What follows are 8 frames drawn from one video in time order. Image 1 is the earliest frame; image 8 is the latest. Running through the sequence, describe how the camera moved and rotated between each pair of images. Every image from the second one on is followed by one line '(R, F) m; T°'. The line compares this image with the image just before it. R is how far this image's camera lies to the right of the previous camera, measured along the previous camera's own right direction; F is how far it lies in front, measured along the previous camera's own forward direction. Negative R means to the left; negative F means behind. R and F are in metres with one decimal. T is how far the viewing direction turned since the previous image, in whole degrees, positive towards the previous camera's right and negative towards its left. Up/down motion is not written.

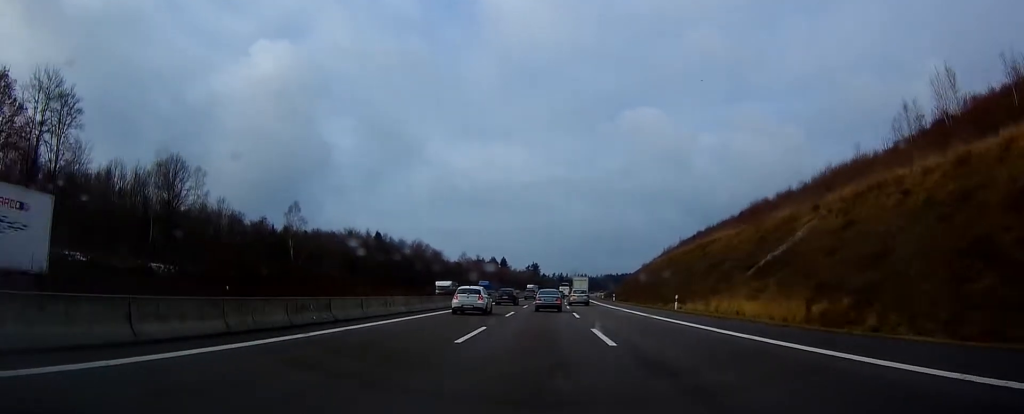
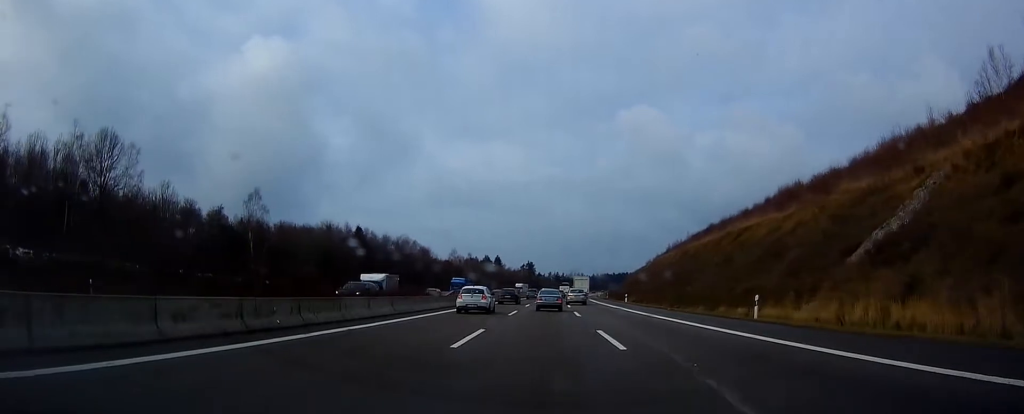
(+0.3, +16.8) m; +1°
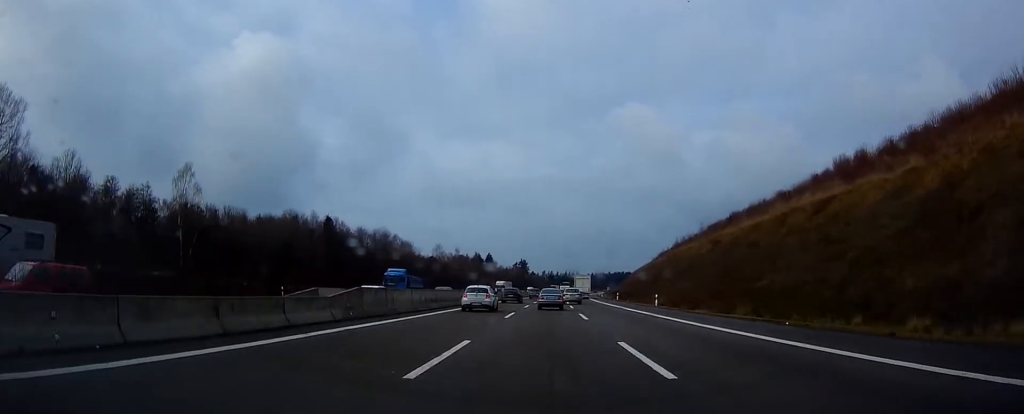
(+0.1, +22.3) m; 0°
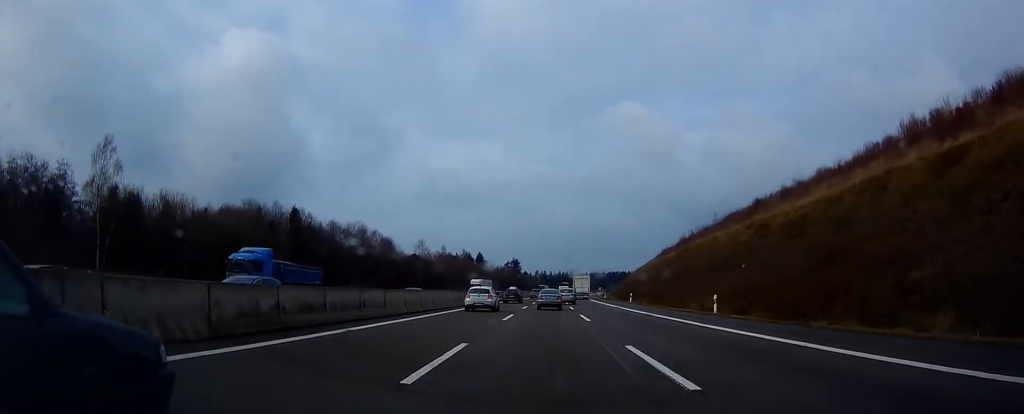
(0.0, +18.9) m; 0°
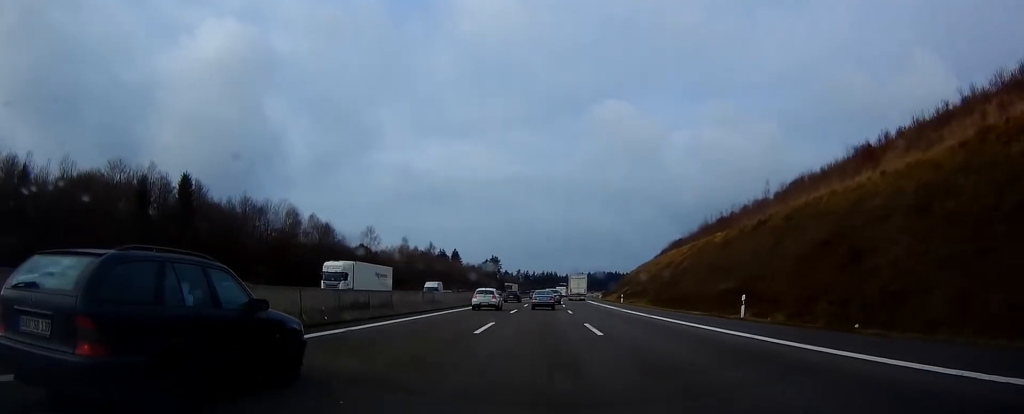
(+0.3, +43.2) m; +1°
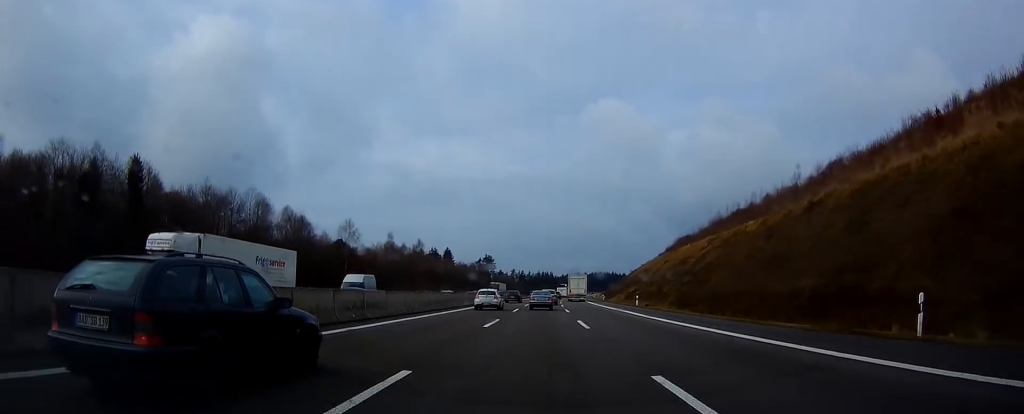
(0.0, +14.5) m; 0°
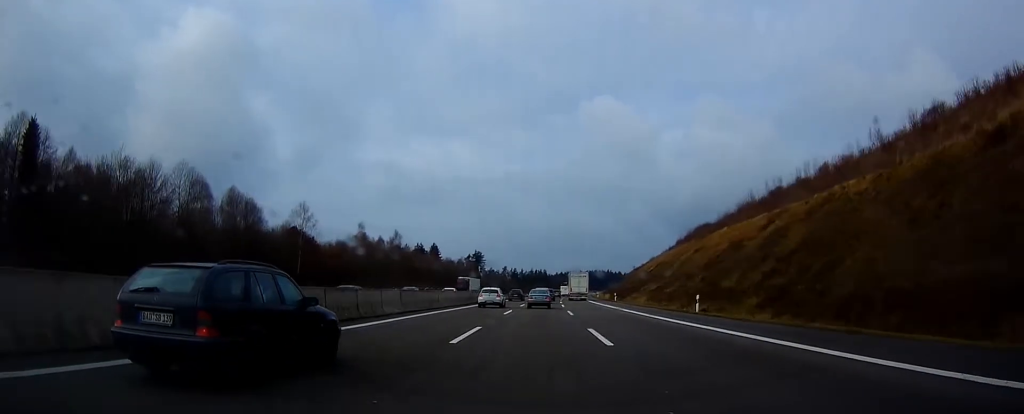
(+0.3, +24.7) m; +1°
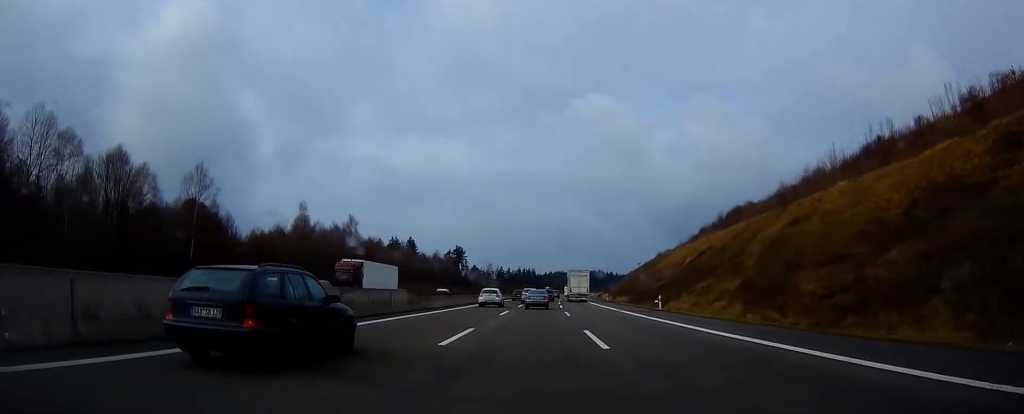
(+0.7, +36.5) m; +2°
